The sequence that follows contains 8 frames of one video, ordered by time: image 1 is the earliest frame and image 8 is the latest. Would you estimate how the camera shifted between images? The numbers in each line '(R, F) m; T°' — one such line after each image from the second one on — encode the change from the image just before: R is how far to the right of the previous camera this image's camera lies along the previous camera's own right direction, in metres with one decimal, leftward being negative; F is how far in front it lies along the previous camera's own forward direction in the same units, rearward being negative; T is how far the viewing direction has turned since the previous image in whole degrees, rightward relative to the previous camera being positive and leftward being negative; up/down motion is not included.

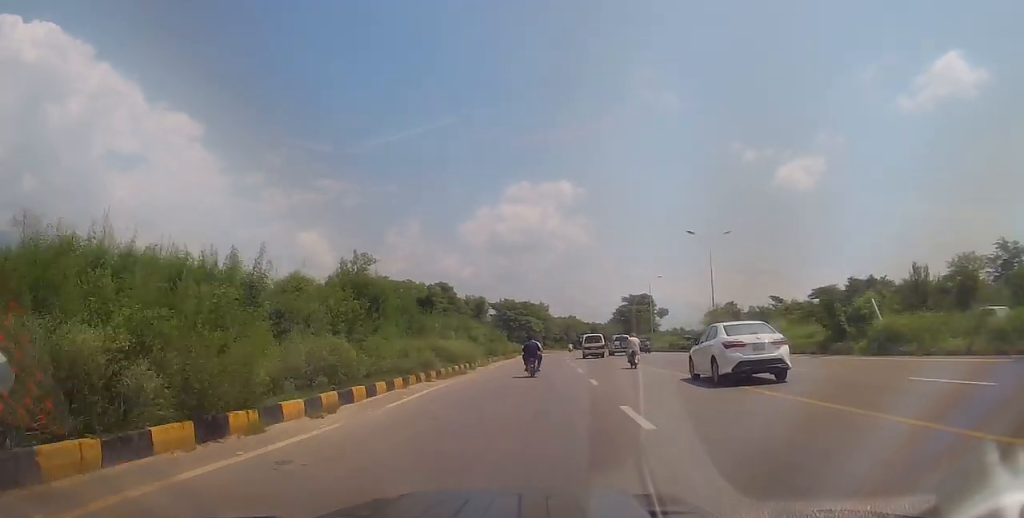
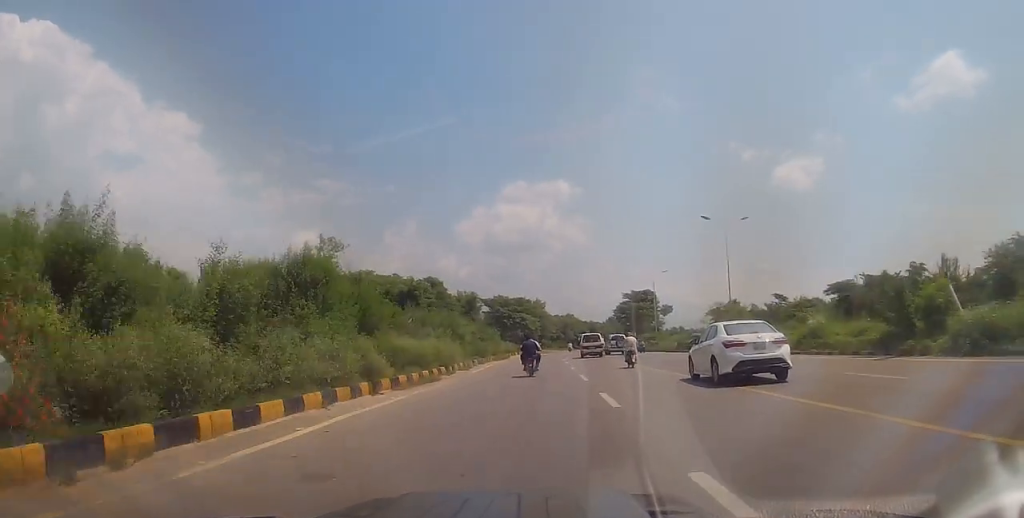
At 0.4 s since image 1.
(+0.3, +6.3) m; 0°
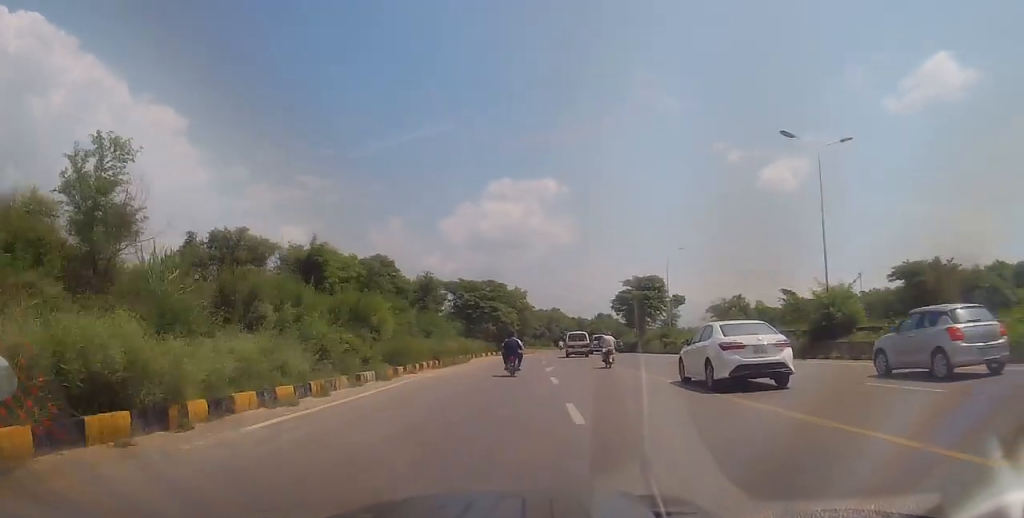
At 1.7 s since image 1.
(-0.2, +20.0) m; 0°
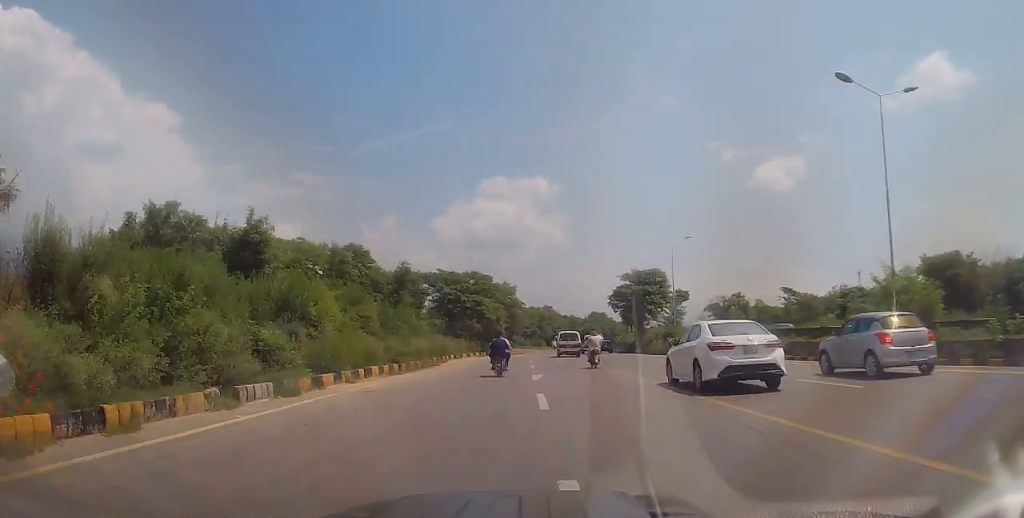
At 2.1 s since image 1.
(0.0, +6.8) m; 0°
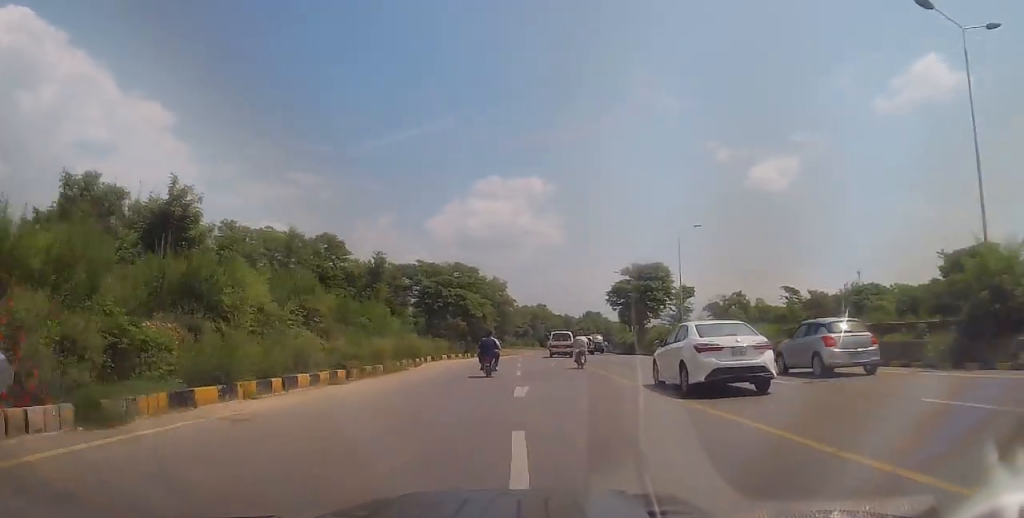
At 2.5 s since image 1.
(+0.3, +6.3) m; 0°
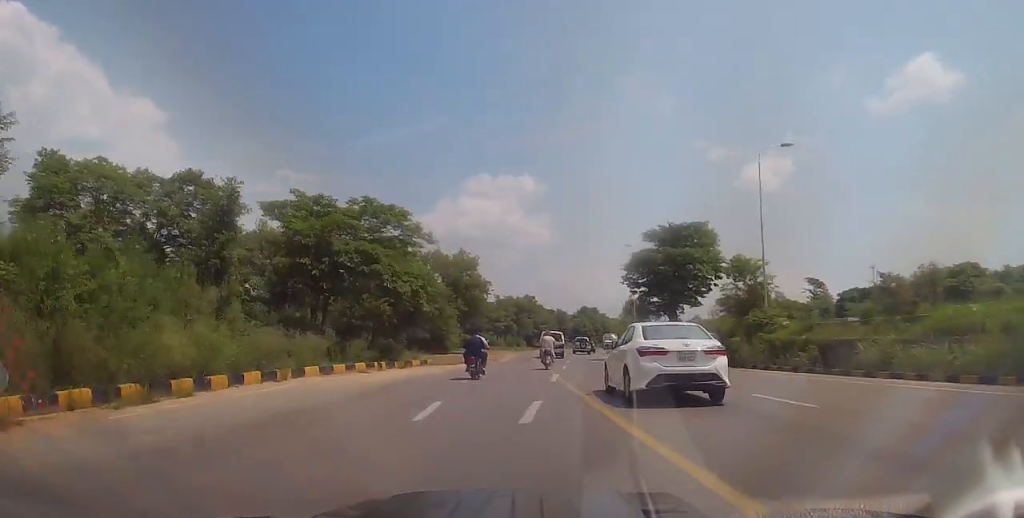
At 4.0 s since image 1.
(-0.1, +22.4) m; 0°
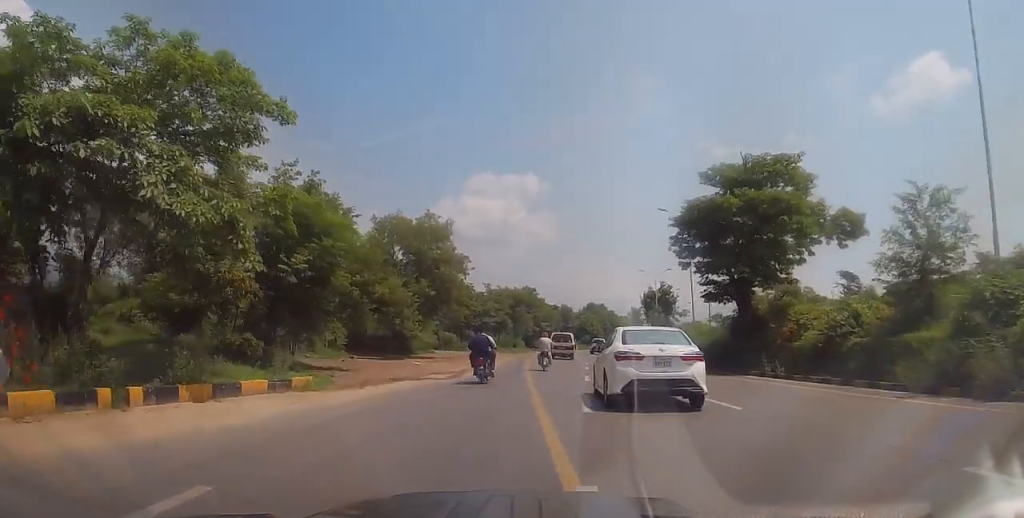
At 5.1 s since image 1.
(+0.4, +16.5) m; +3°
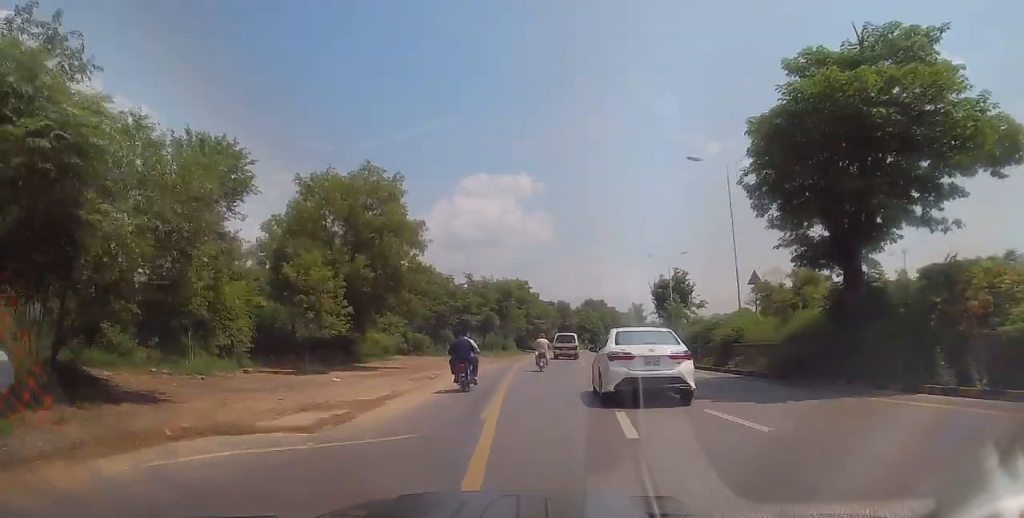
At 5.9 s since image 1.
(+0.3, +11.9) m; +1°
